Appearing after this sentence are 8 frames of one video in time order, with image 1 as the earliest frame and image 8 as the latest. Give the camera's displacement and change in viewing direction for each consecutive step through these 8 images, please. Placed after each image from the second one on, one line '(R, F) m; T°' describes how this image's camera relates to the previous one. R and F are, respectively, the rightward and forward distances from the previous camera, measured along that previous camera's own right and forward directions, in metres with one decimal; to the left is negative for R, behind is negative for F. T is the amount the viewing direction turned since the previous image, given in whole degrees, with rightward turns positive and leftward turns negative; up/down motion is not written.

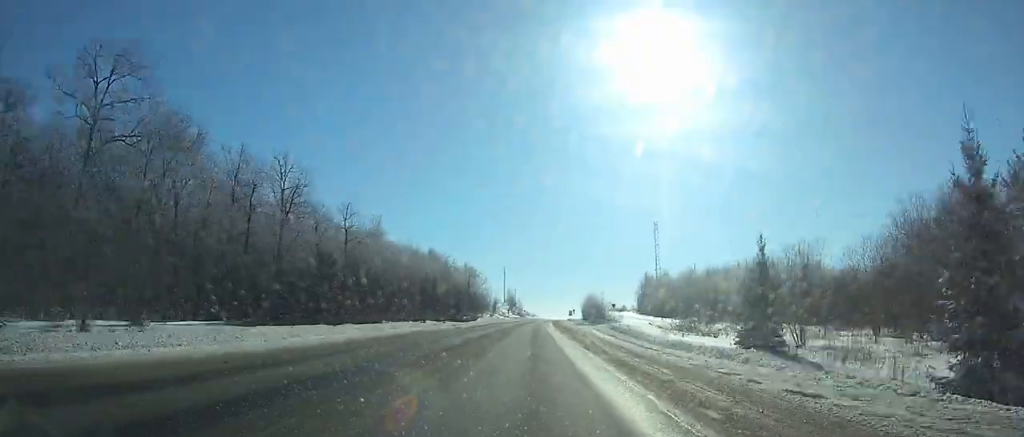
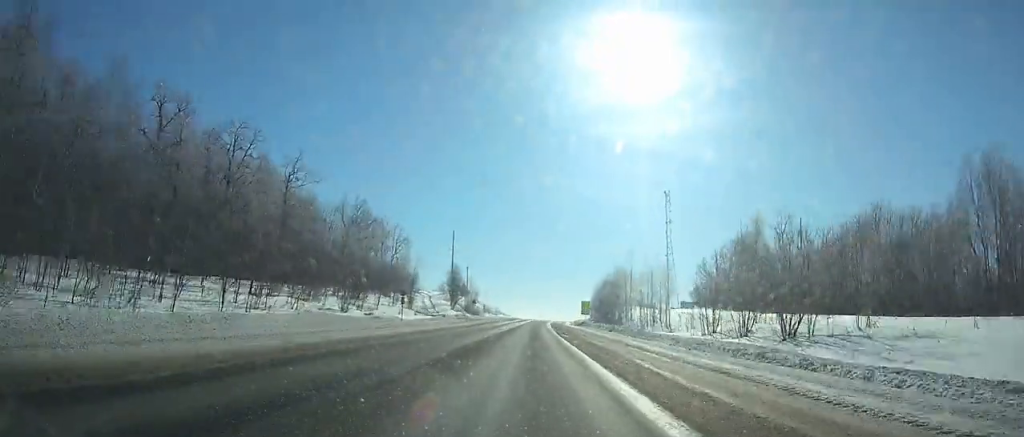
(+2.0, +120.8) m; +2°
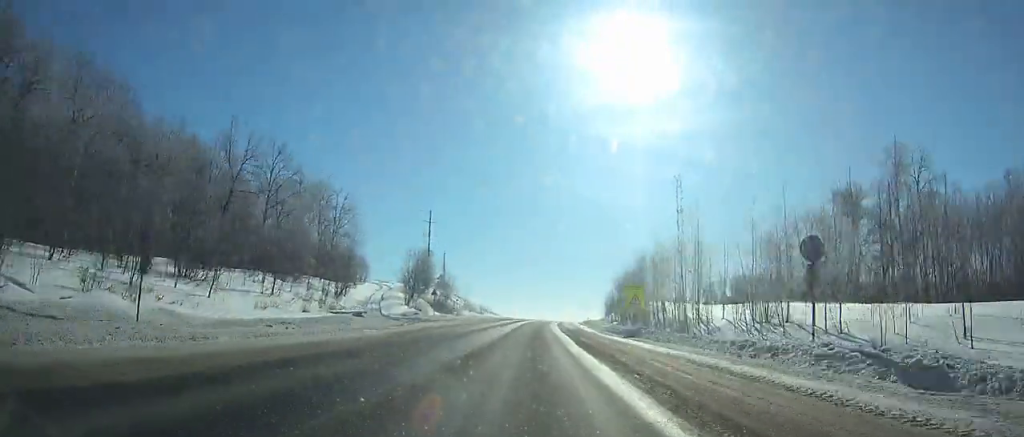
(+0.1, +37.0) m; +1°
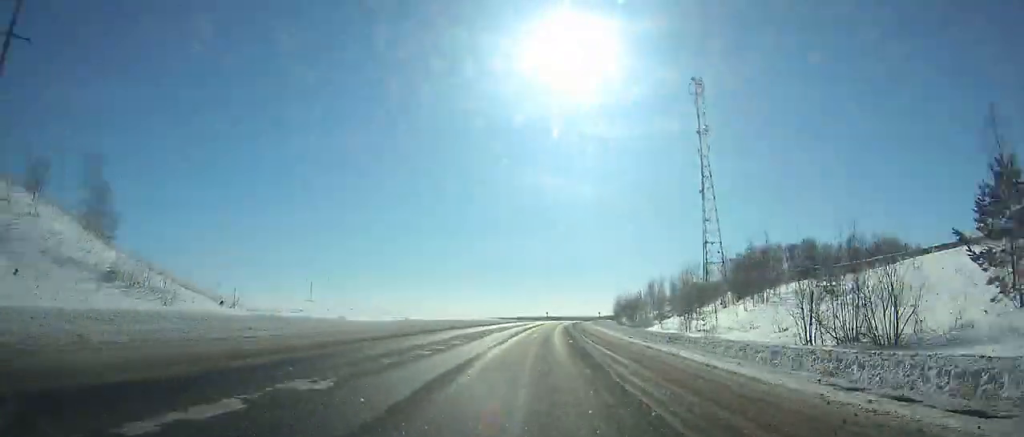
(+5.4, +129.2) m; +6°
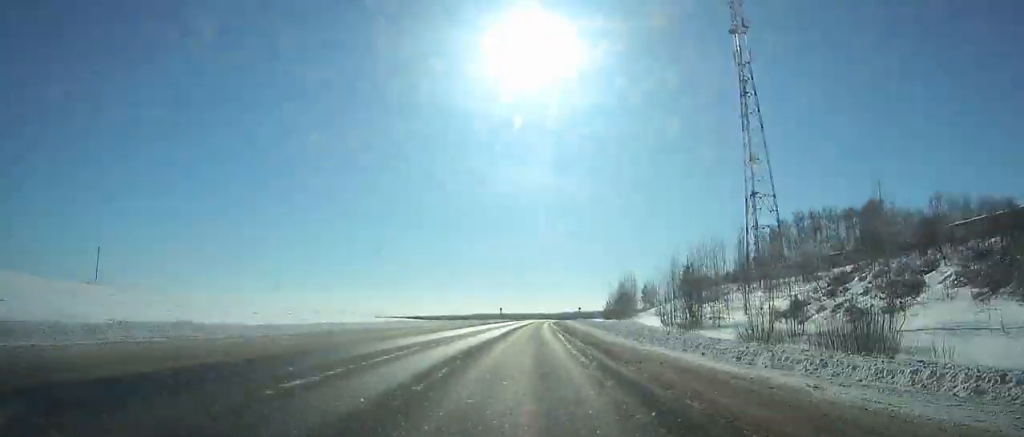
(+2.8, +71.6) m; +4°
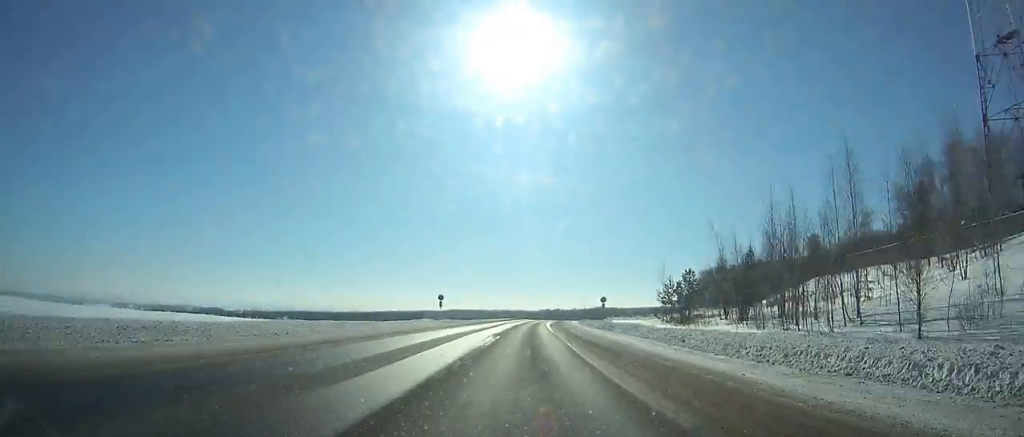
(+1.7, +72.0) m; +2°
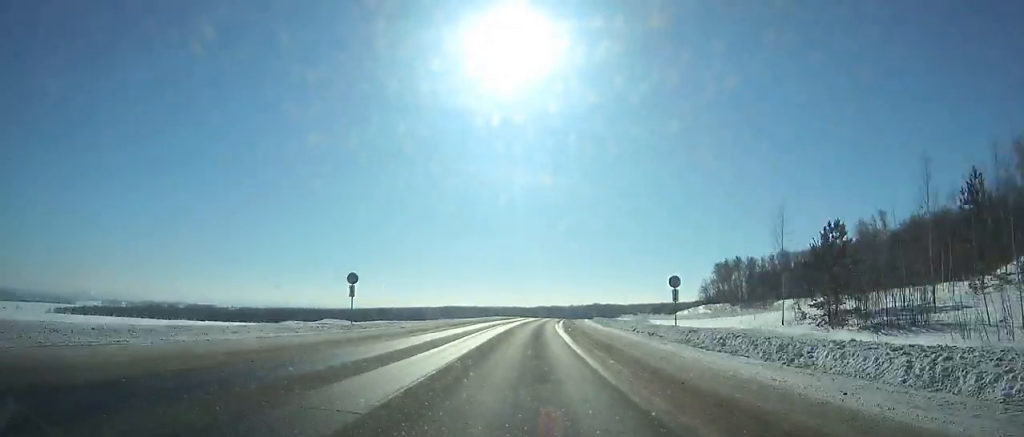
(+0.4, +34.2) m; +1°
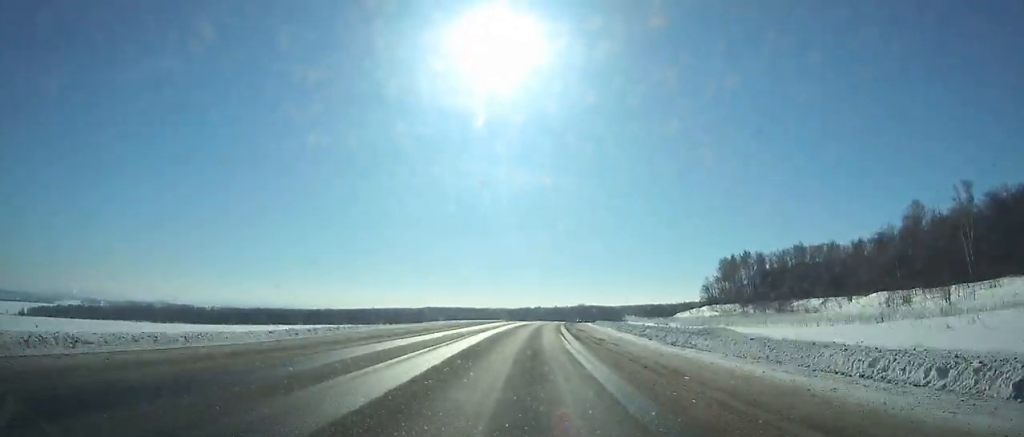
(-0.1, +34.2) m; +1°
